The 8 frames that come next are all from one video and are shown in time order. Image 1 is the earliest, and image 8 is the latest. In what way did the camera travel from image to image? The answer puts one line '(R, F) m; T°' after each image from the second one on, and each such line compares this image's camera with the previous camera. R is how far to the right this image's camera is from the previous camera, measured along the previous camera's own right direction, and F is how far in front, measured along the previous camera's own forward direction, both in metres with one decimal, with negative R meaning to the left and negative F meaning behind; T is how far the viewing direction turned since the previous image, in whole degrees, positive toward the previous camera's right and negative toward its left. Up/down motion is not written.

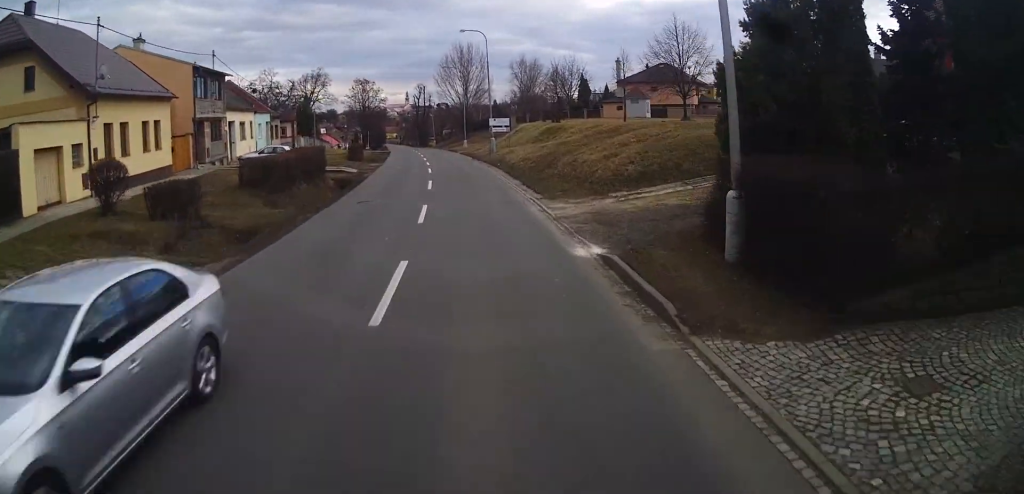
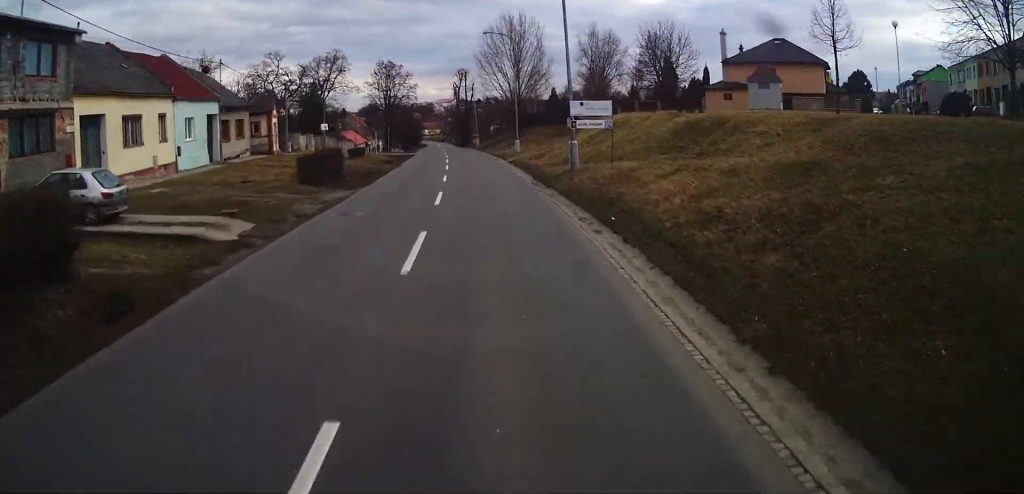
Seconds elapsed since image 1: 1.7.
(-0.6, +24.0) m; -3°
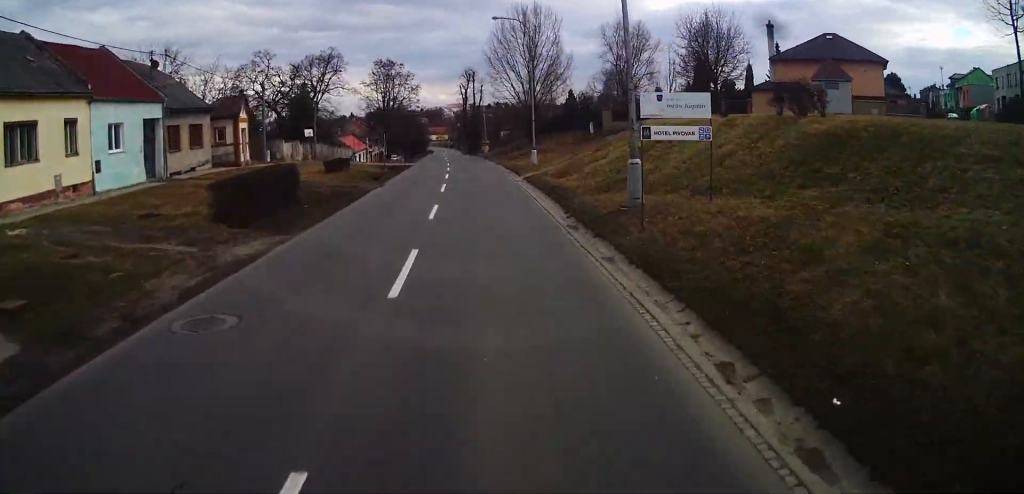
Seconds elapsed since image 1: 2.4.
(-0.1, +9.4) m; -2°
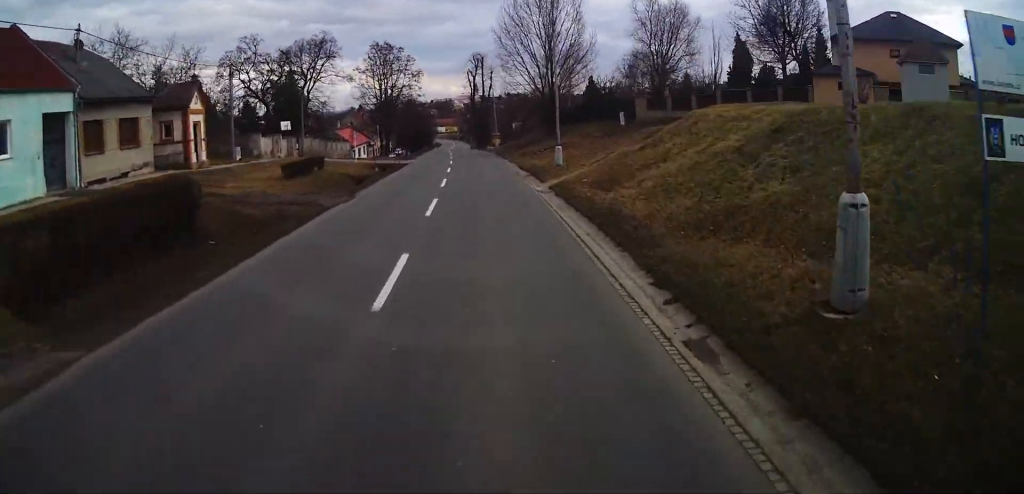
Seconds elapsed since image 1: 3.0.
(-0.2, +9.7) m; -2°
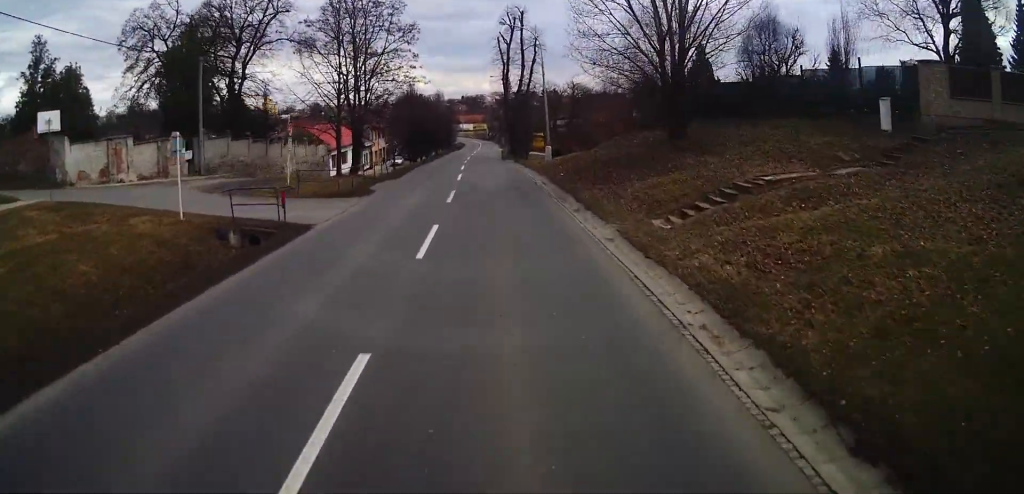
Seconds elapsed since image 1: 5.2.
(-2.0, +32.3) m; -6°
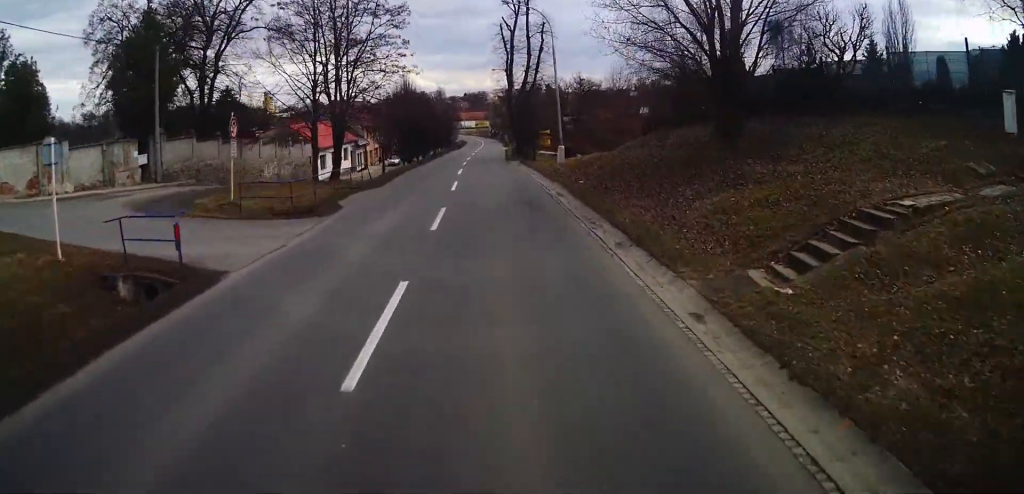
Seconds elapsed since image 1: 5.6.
(0.0, +5.9) m; 0°
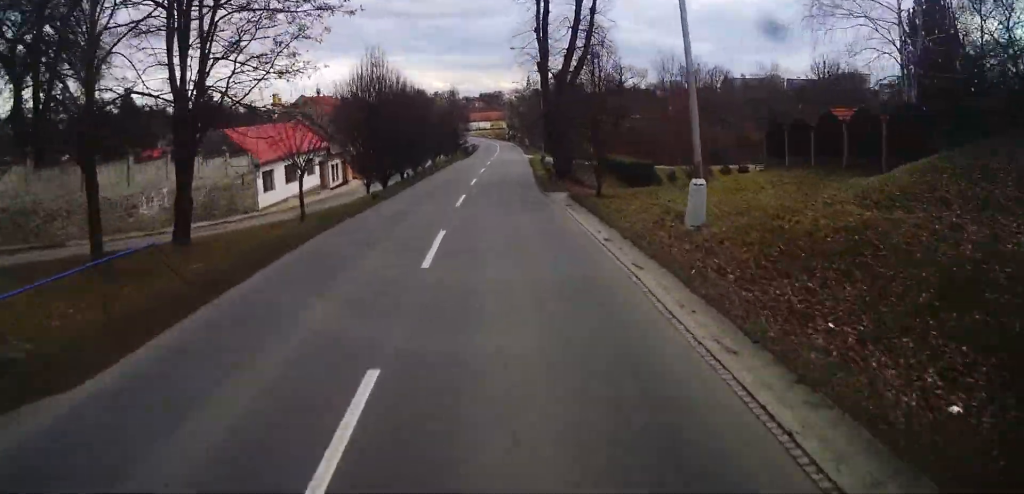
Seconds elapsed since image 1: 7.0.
(0.0, +20.9) m; 0°
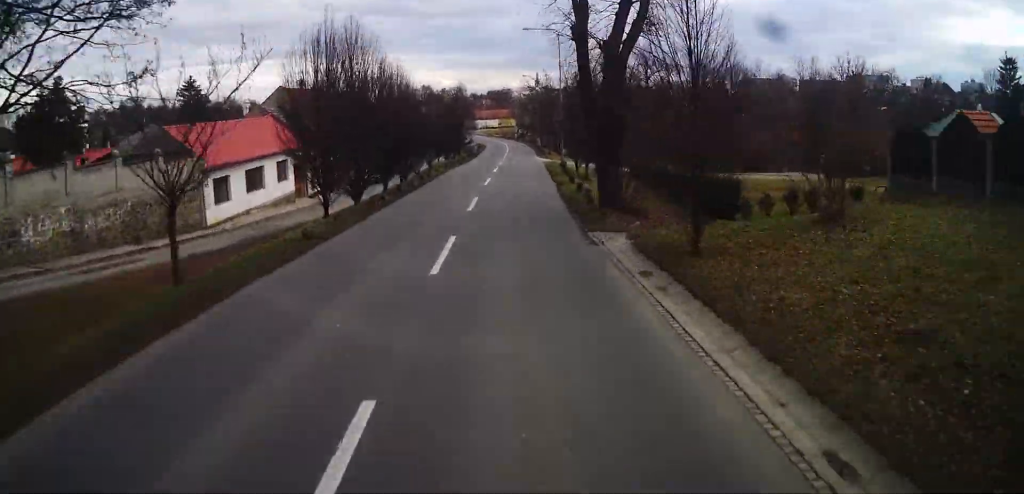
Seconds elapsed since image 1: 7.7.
(0.0, +9.5) m; 0°
